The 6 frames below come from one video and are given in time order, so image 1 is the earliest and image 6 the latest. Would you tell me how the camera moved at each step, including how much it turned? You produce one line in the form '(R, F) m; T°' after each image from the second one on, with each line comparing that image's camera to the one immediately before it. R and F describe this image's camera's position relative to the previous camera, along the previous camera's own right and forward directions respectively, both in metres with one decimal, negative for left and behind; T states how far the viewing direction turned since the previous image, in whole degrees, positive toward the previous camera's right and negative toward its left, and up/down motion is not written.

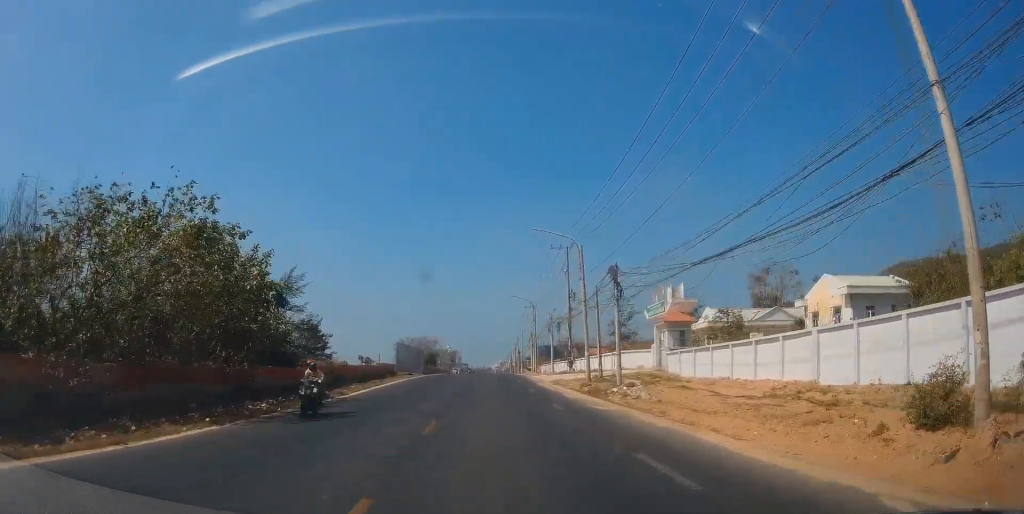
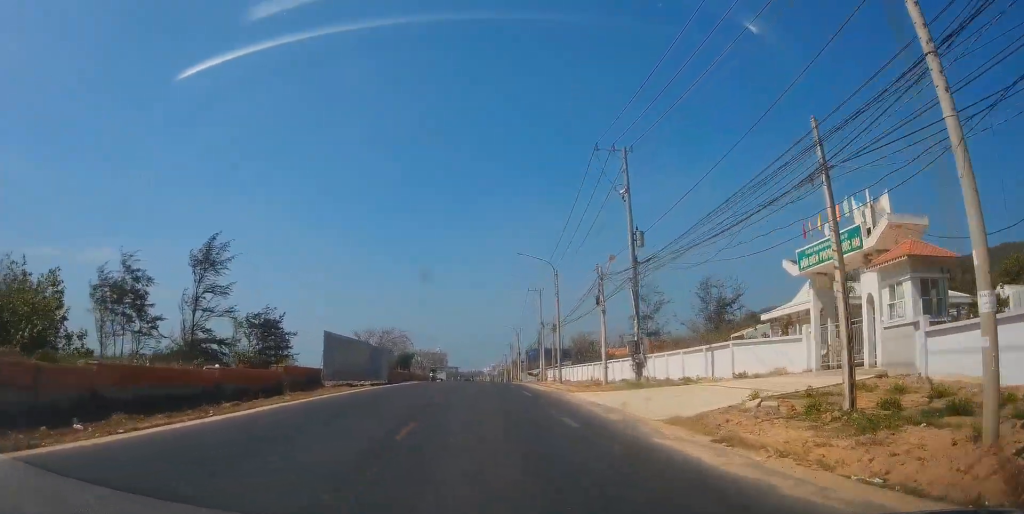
(+0.4, +31.0) m; -1°
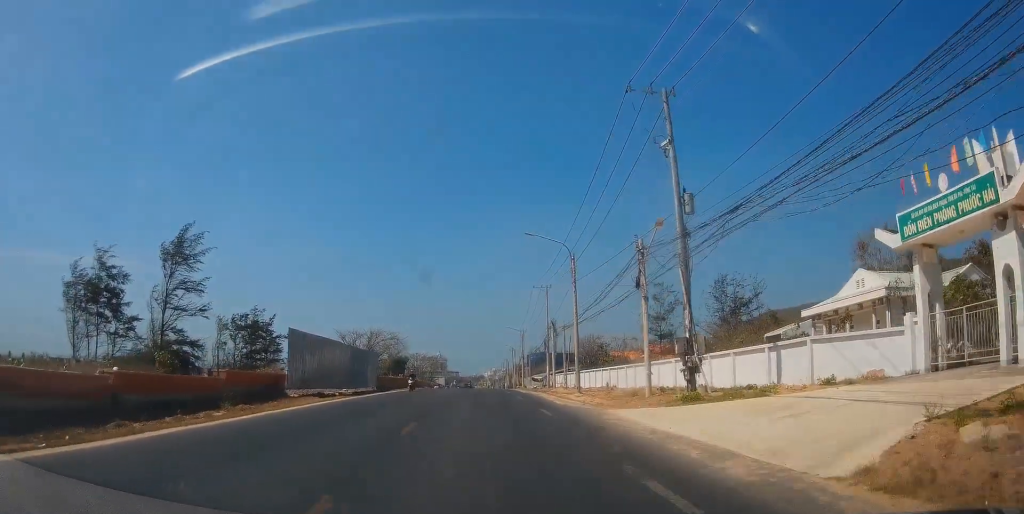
(-0.4, +8.7) m; -1°
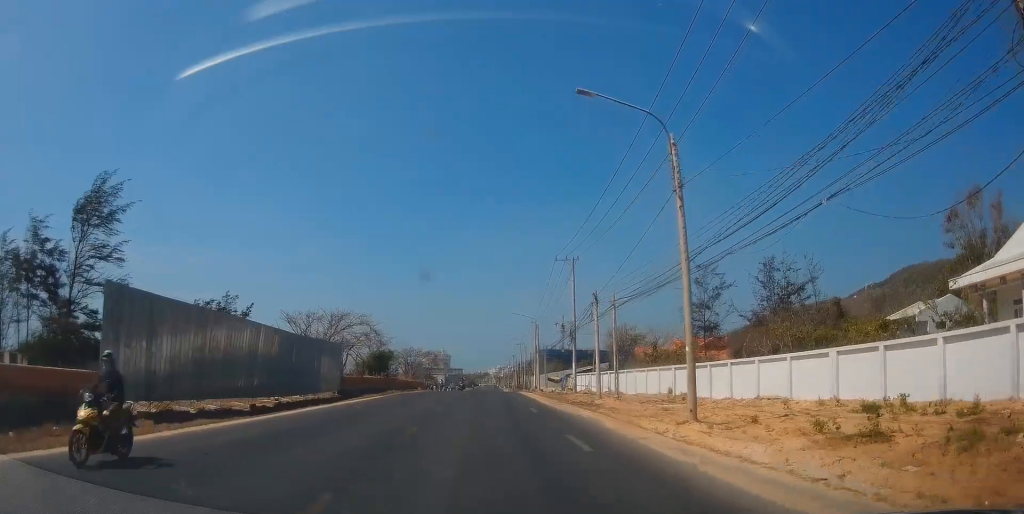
(+0.1, +19.8) m; +2°
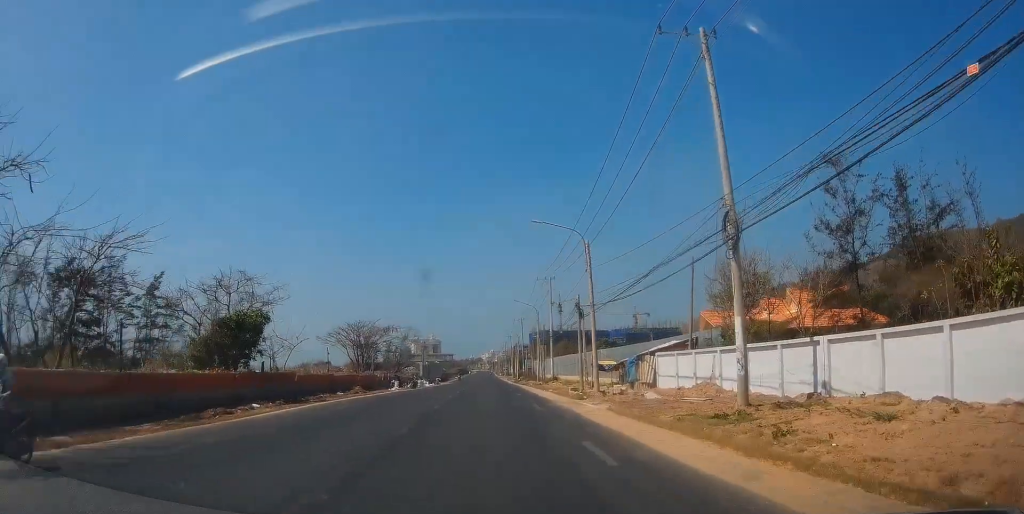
(+0.3, +38.8) m; 0°
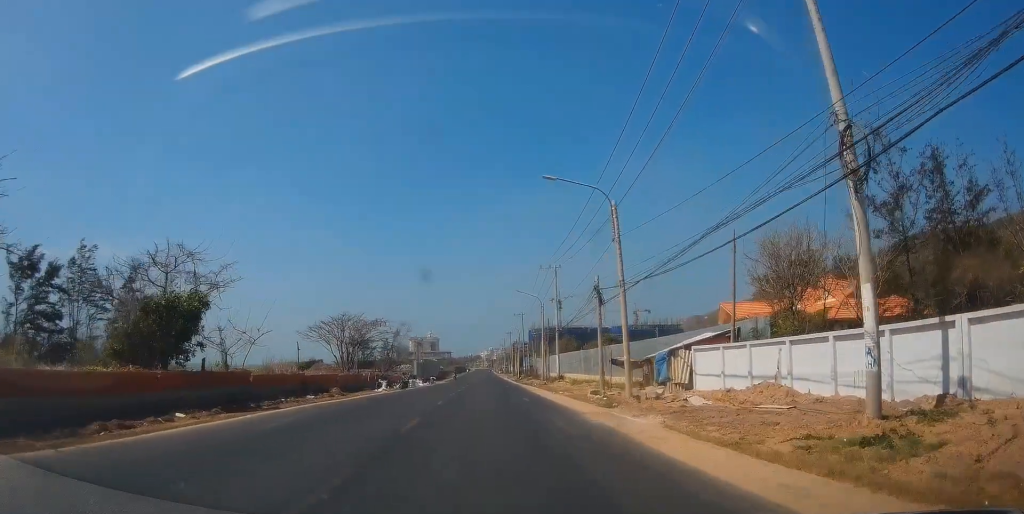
(+0.1, +7.3) m; 0°
